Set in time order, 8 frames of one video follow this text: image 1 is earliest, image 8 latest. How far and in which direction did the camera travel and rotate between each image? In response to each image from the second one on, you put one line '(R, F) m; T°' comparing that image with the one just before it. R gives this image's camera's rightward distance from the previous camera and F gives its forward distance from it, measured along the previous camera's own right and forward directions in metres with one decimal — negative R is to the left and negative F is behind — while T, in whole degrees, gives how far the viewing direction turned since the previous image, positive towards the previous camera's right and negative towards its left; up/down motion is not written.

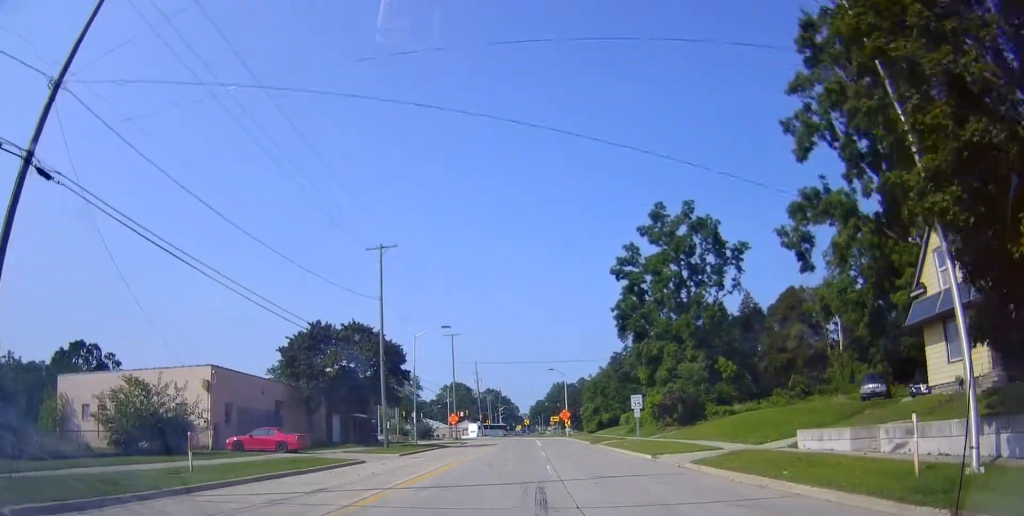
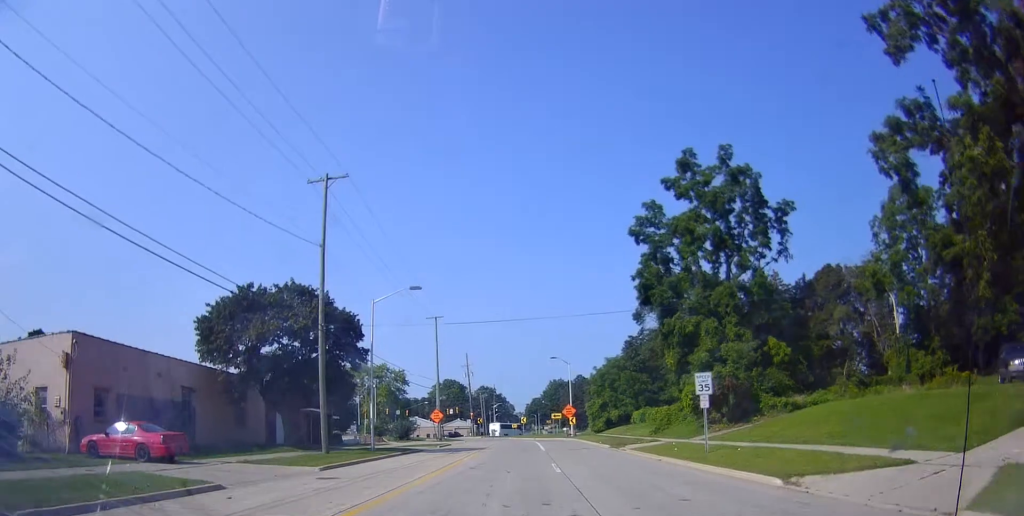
(+0.2, +12.9) m; +1°
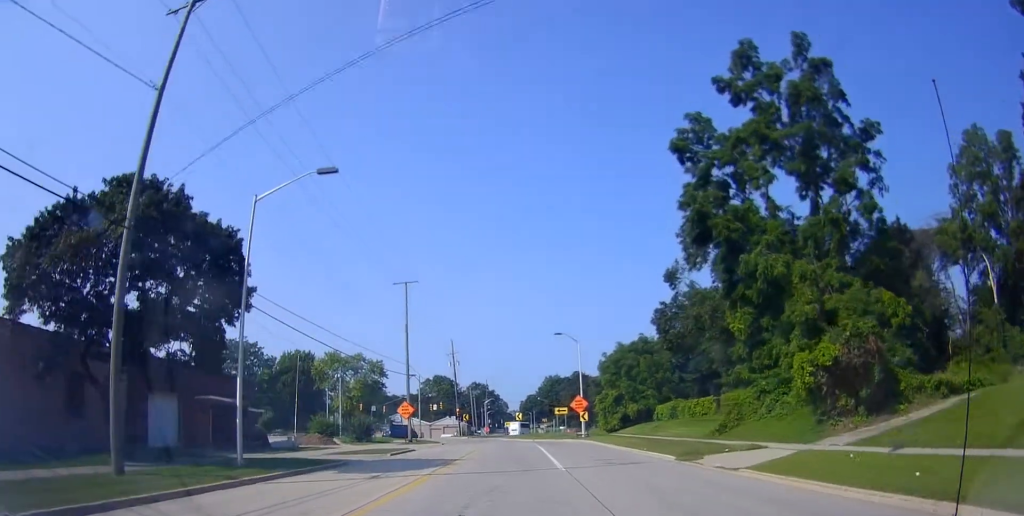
(+0.1, +16.5) m; +2°
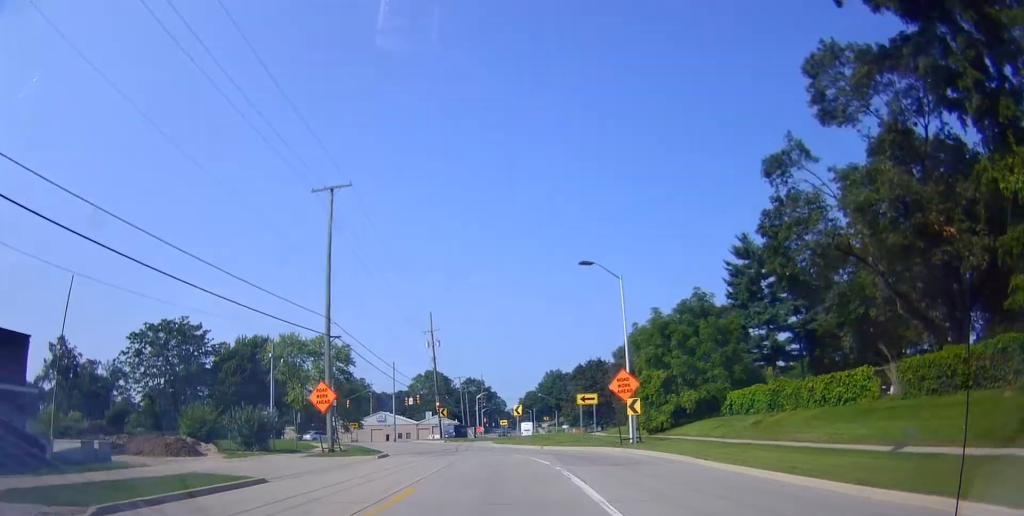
(0.0, +22.9) m; -3°
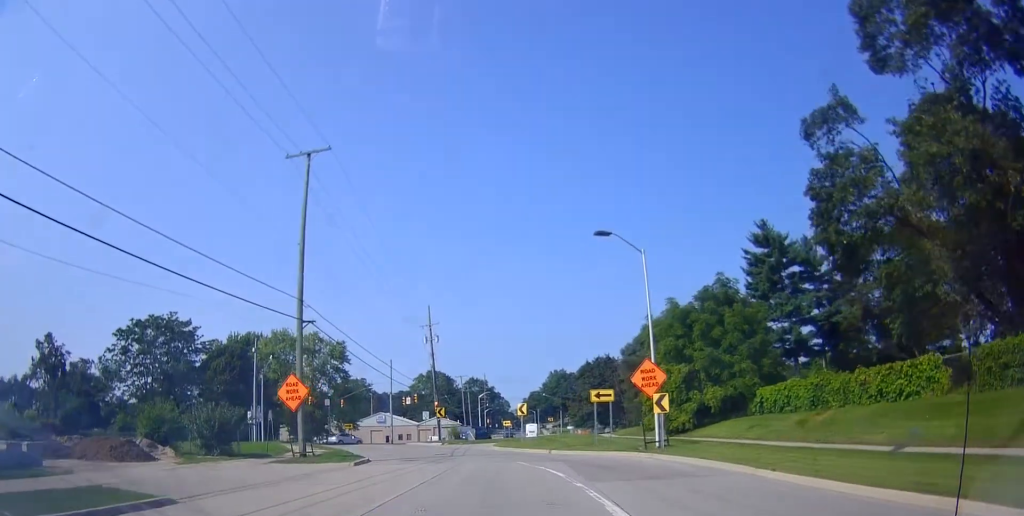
(-0.2, +5.0) m; -1°
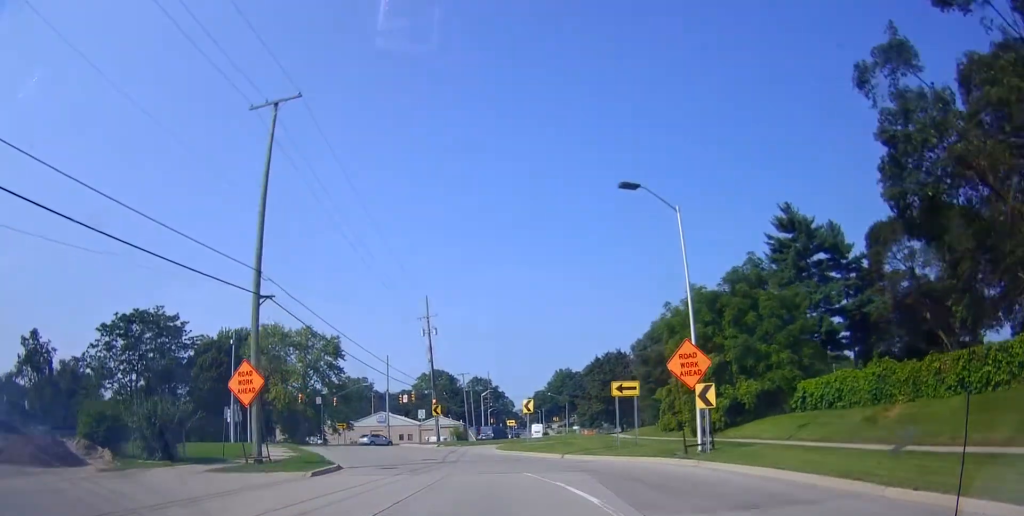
(0.0, +5.4) m; 0°
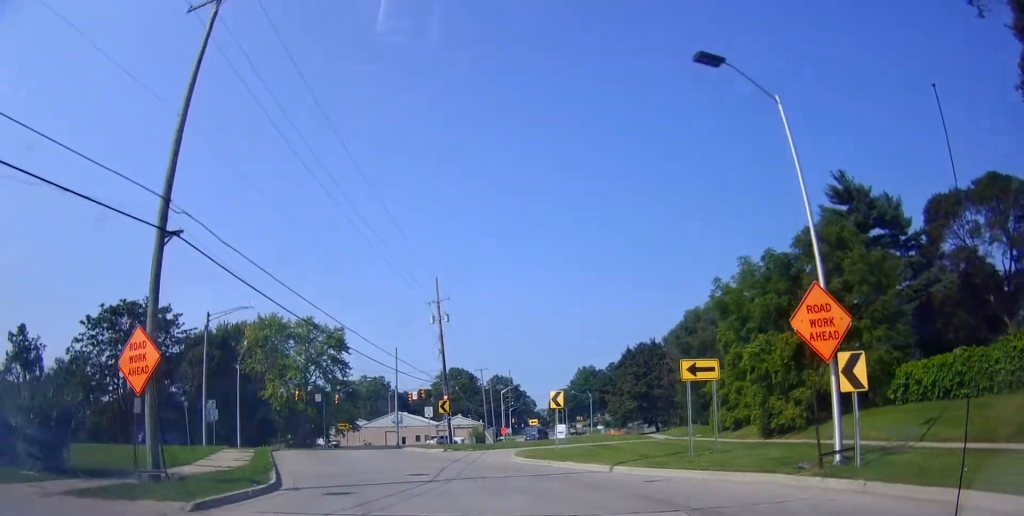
(+0.1, +8.5) m; +1°
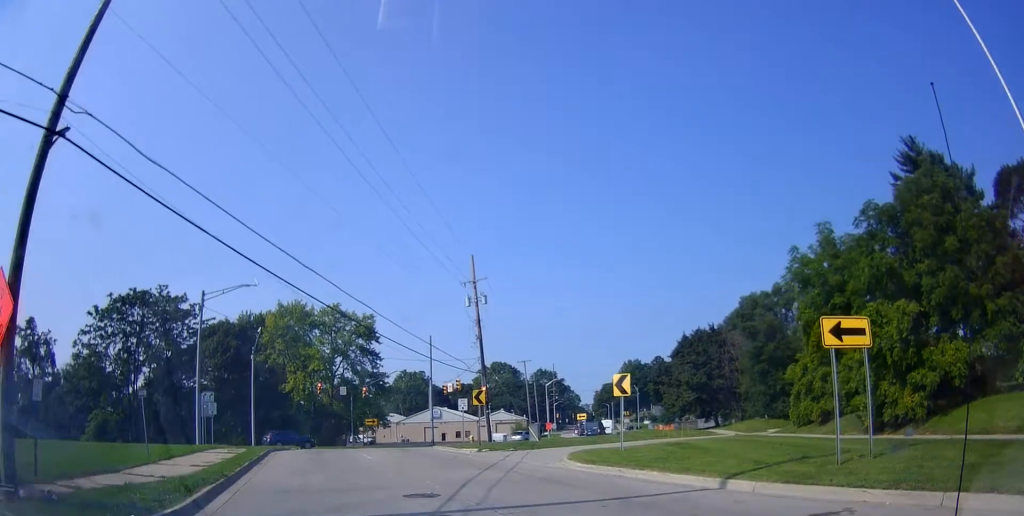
(+0.2, +6.6) m; -4°
